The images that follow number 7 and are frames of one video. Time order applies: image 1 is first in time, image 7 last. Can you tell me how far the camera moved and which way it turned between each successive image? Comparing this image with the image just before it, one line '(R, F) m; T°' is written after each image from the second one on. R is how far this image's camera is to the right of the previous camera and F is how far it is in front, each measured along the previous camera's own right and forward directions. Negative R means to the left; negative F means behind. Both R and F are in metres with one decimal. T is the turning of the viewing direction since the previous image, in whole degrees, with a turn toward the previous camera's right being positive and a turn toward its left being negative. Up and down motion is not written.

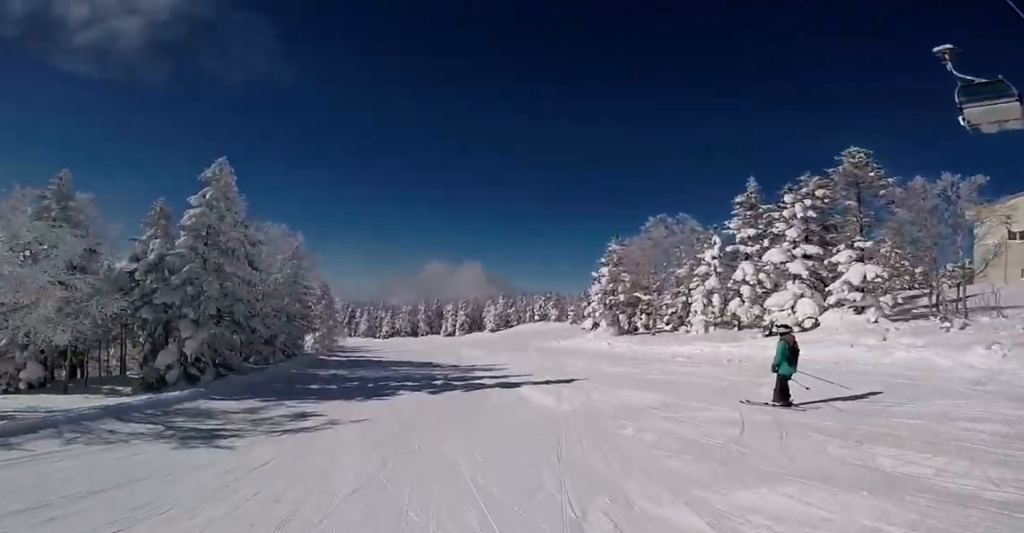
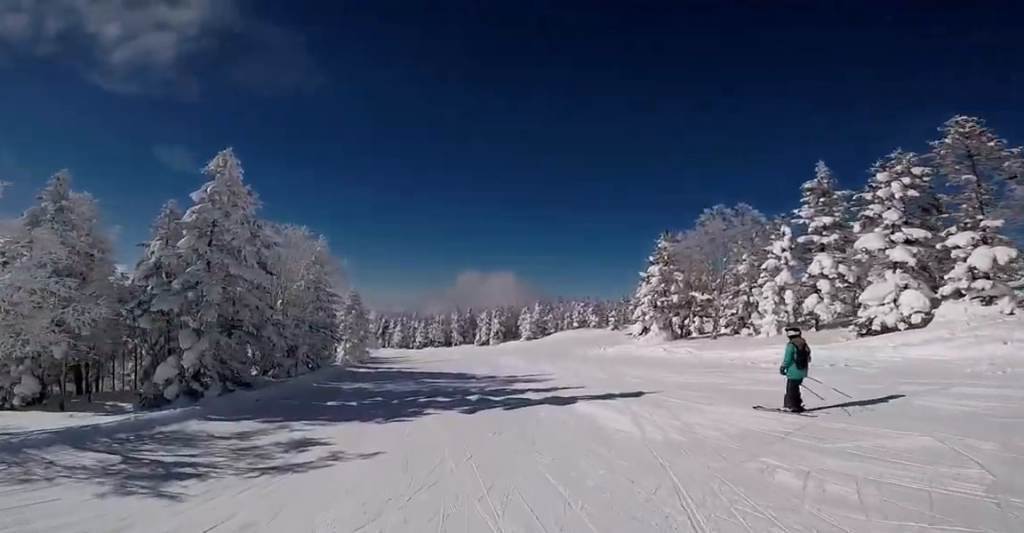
(-0.5, +2.9) m; -6°
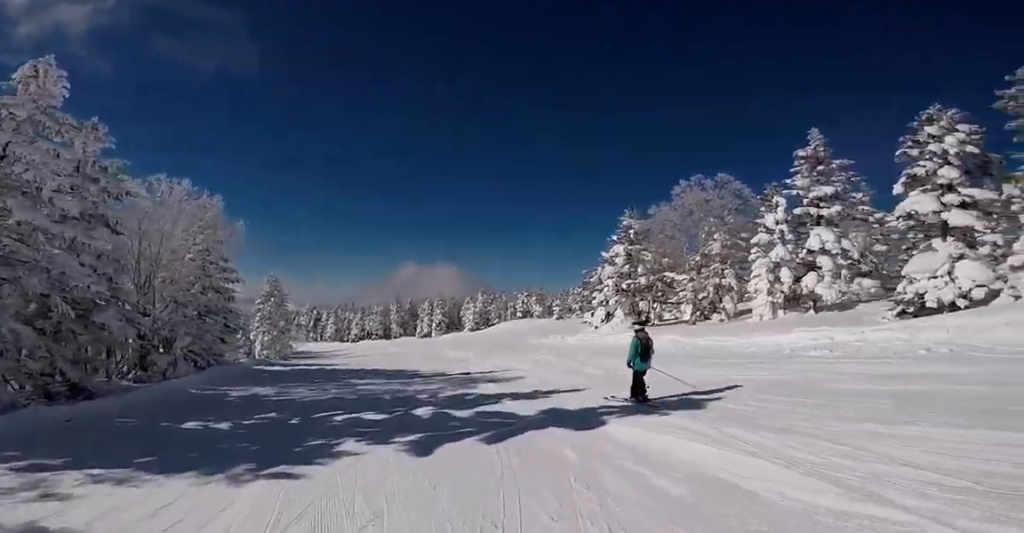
(-0.3, +6.0) m; +9°
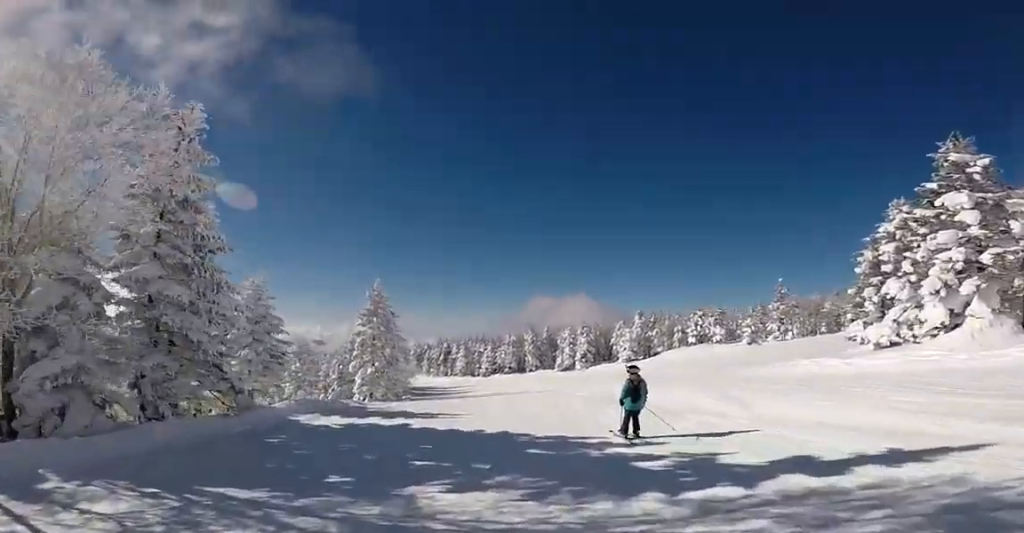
(-0.2, +12.8) m; -12°
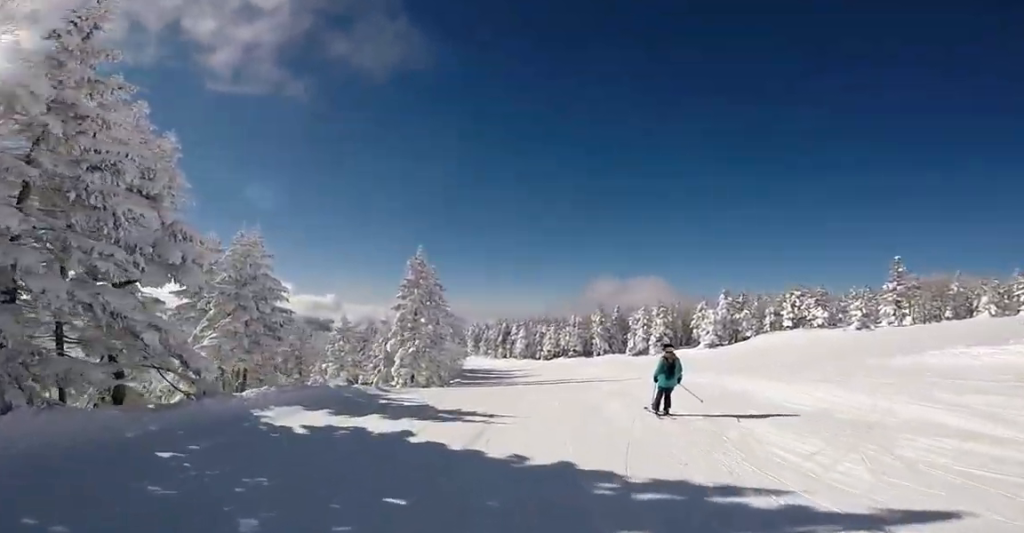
(0.0, +5.0) m; 0°
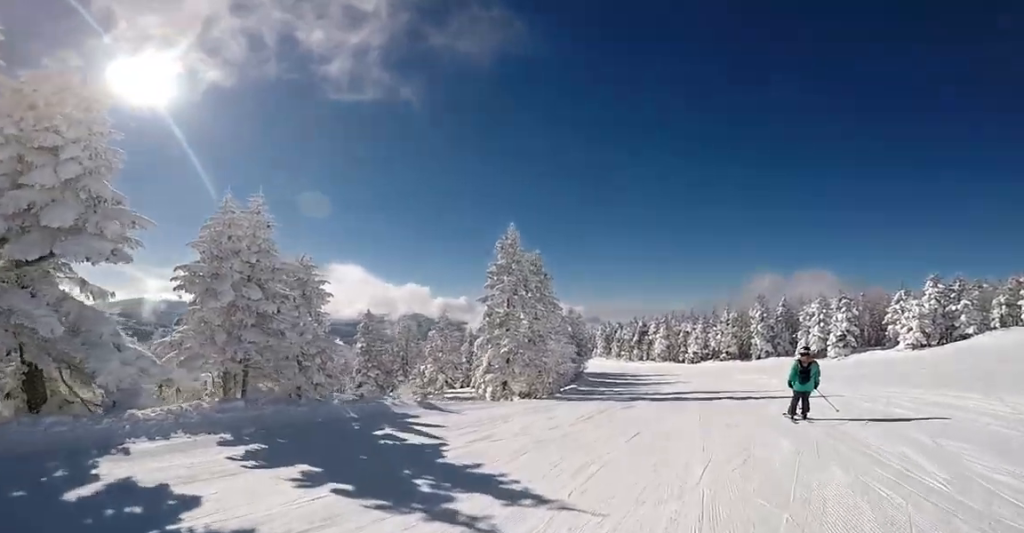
(0.0, +6.0) m; 0°
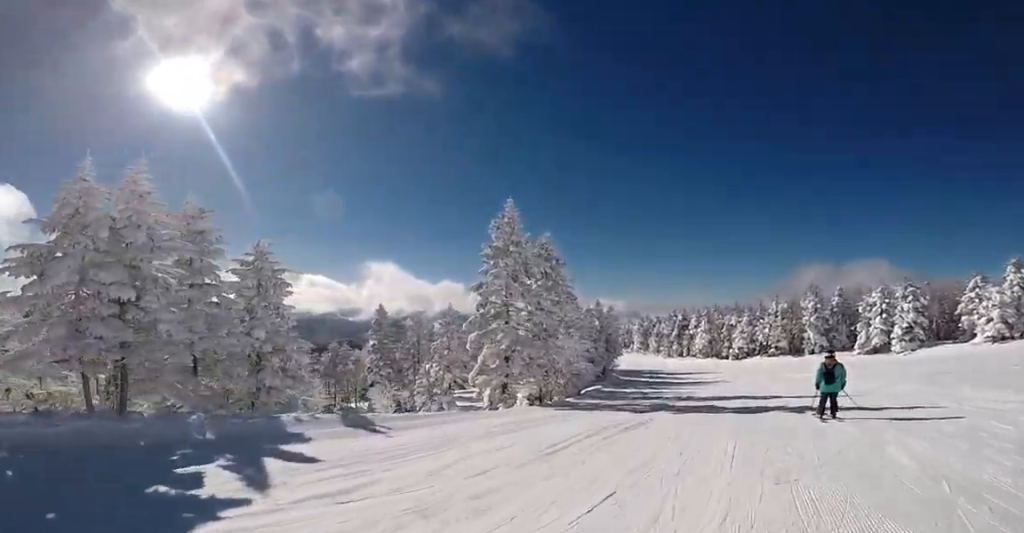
(0.0, +4.4) m; 0°
